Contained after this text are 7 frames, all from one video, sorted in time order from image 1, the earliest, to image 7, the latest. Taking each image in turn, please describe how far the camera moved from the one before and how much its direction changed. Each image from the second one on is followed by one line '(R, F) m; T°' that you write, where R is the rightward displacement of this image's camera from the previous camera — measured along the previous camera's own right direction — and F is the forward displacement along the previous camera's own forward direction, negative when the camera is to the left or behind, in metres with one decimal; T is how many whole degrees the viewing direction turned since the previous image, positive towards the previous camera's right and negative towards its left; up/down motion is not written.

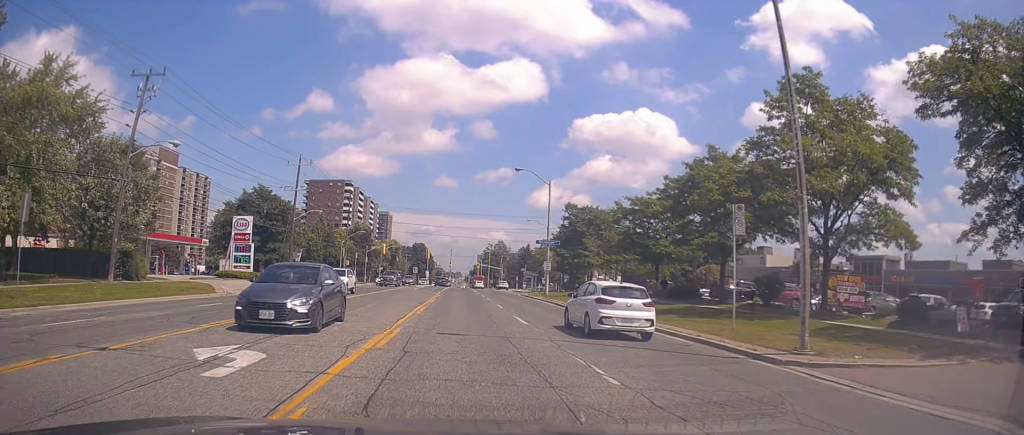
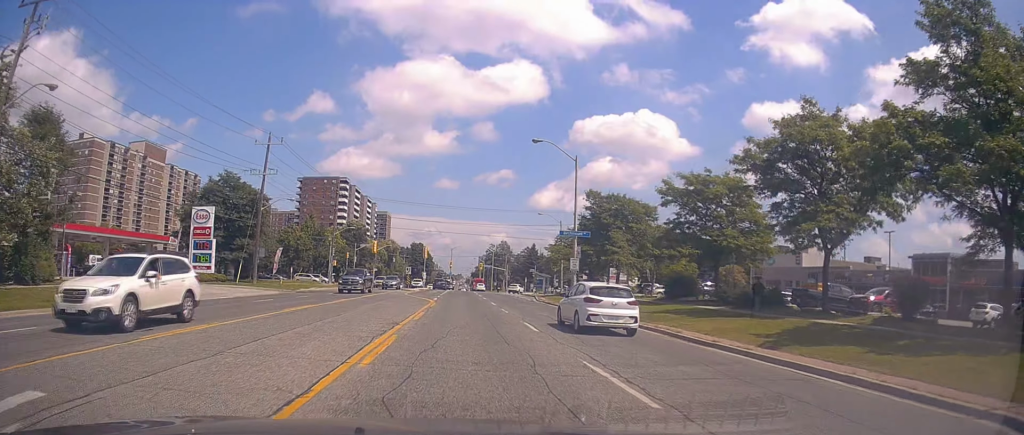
(+0.2, +11.0) m; 0°
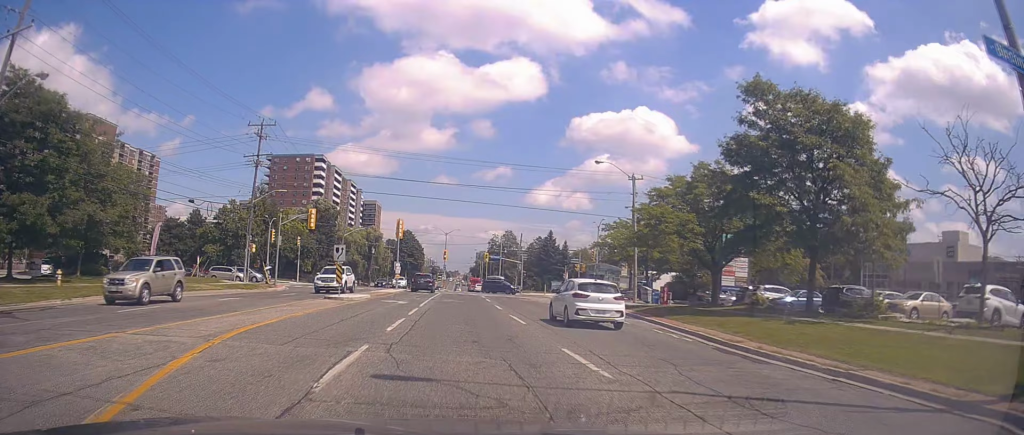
(-0.9, +32.4) m; -2°
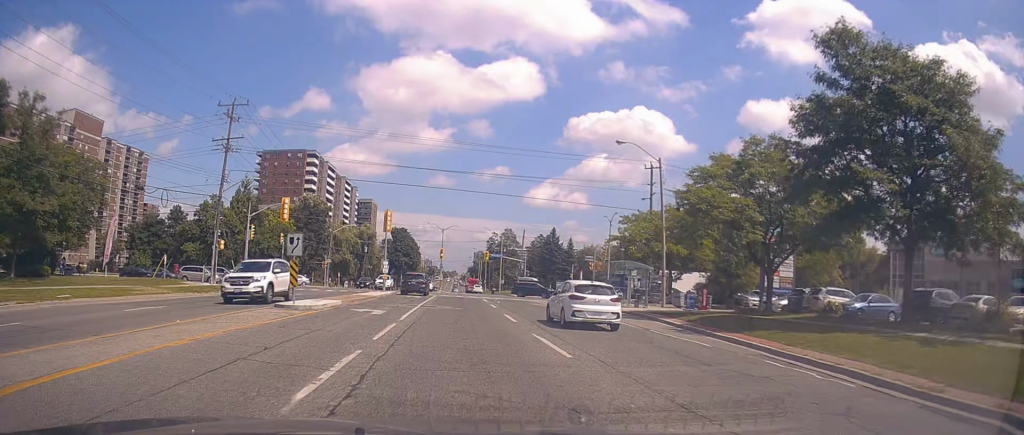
(+0.2, +6.9) m; 0°
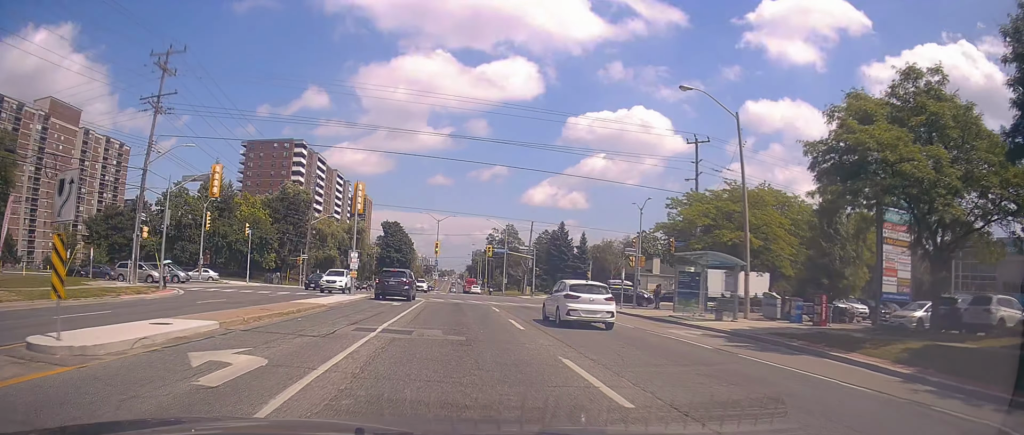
(-0.4, +12.3) m; -2°
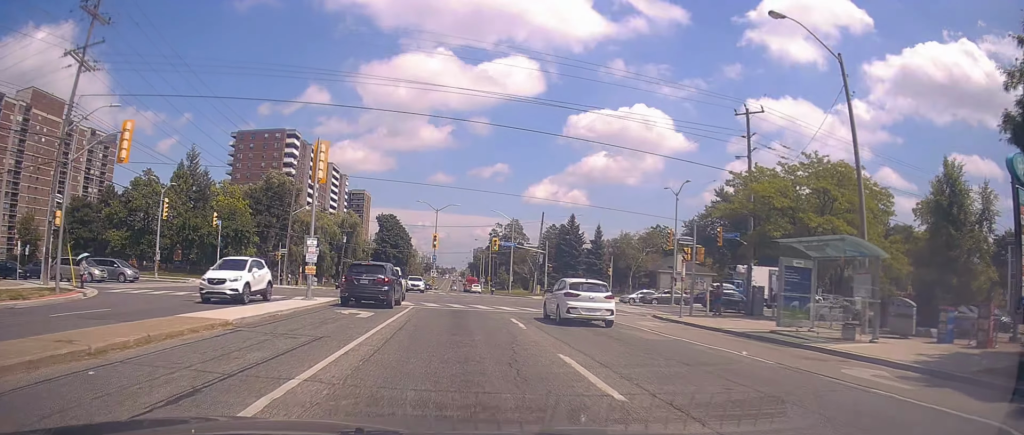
(-0.1, +9.2) m; +1°
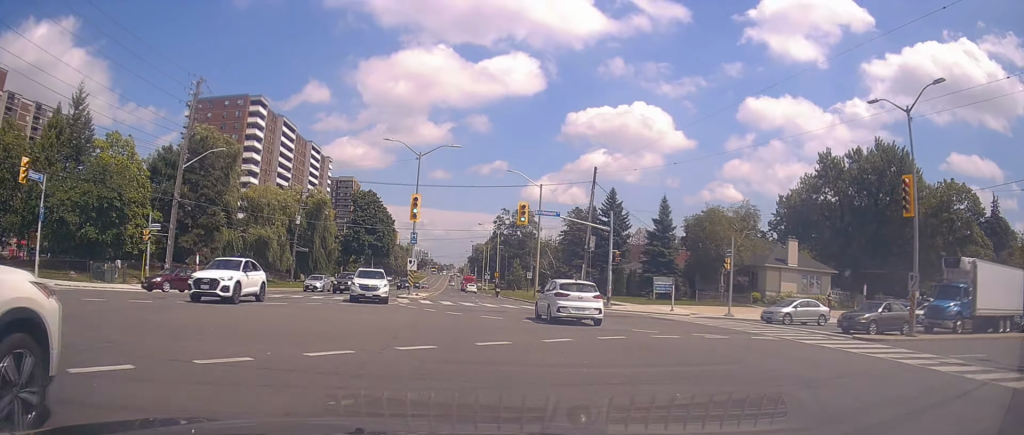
(+0.5, +28.2) m; +1°
